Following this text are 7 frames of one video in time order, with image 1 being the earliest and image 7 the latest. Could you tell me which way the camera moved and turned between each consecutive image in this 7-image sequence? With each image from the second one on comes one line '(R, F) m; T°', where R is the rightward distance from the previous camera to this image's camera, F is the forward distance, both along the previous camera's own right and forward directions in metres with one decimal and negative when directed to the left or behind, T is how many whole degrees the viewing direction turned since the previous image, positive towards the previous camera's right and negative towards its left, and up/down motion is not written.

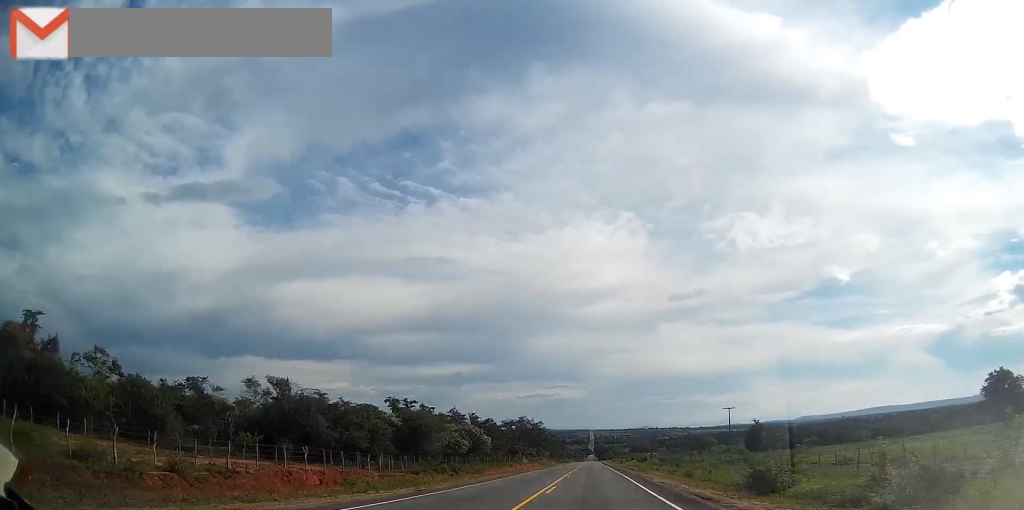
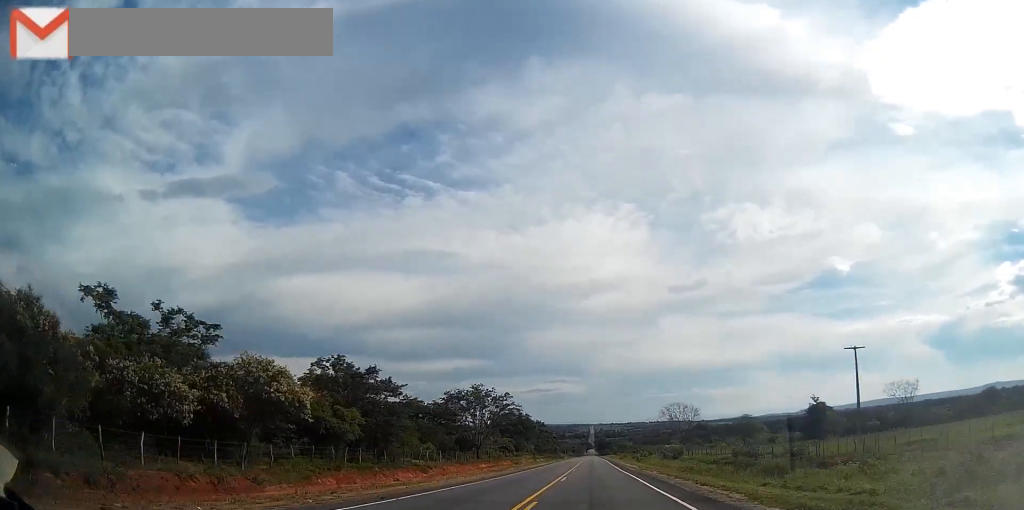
(-0.5, +54.8) m; -1°
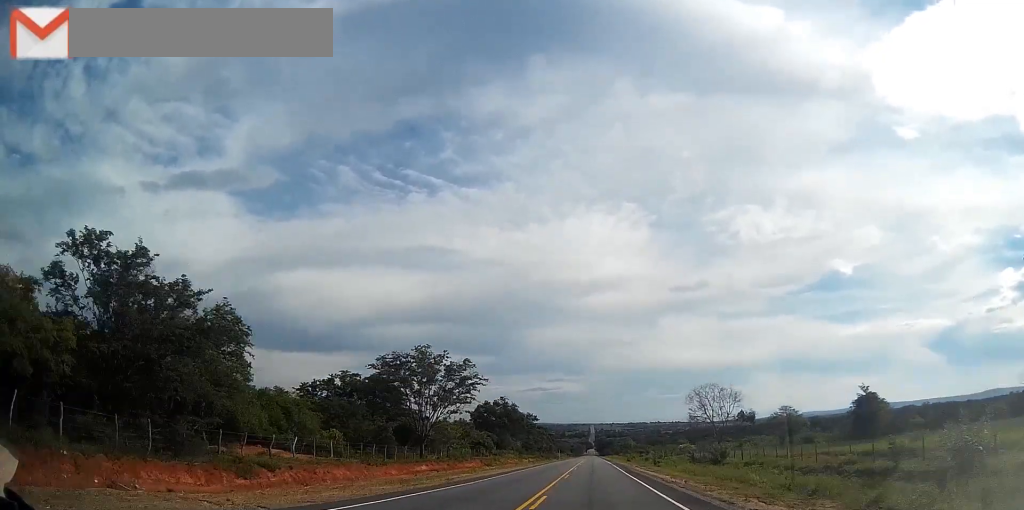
(0.0, +26.6) m; 0°
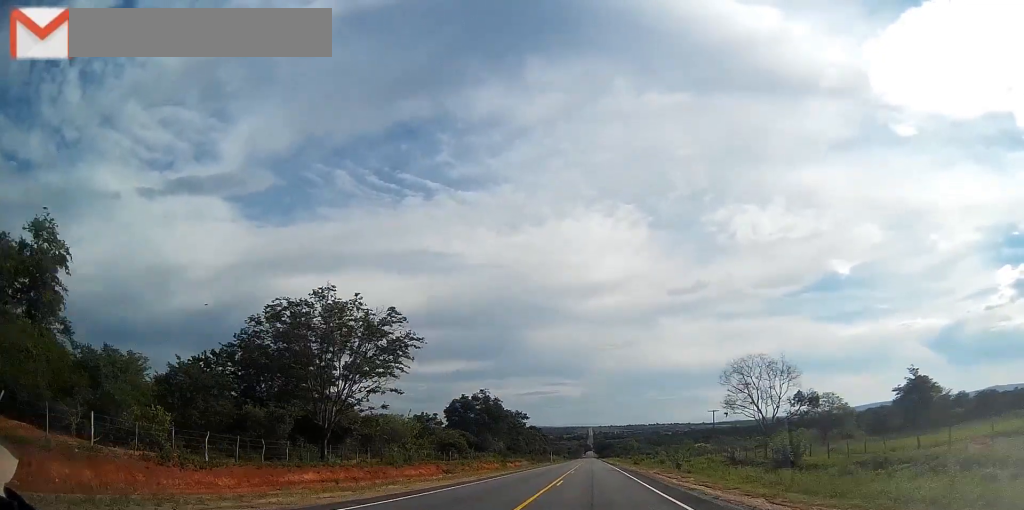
(0.0, +21.3) m; 0°
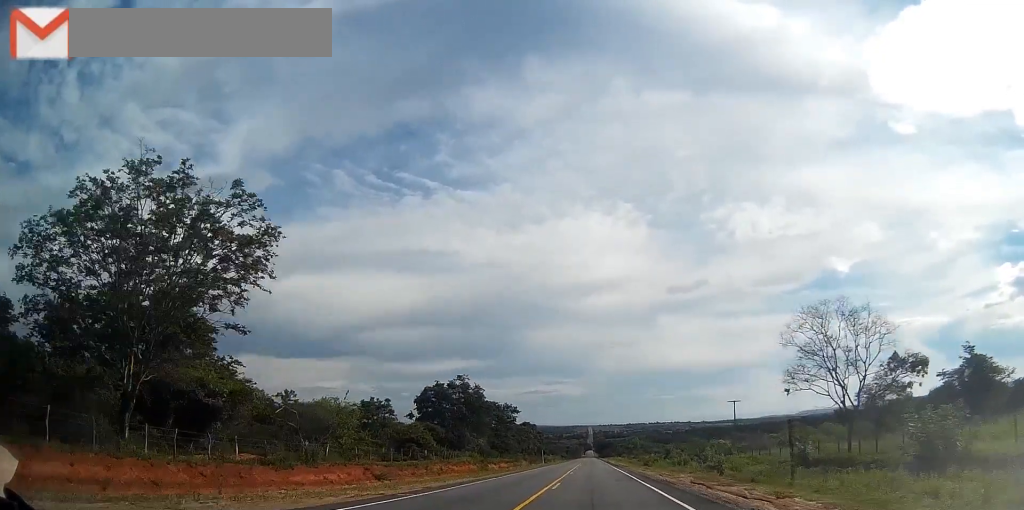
(0.0, +18.6) m; 0°
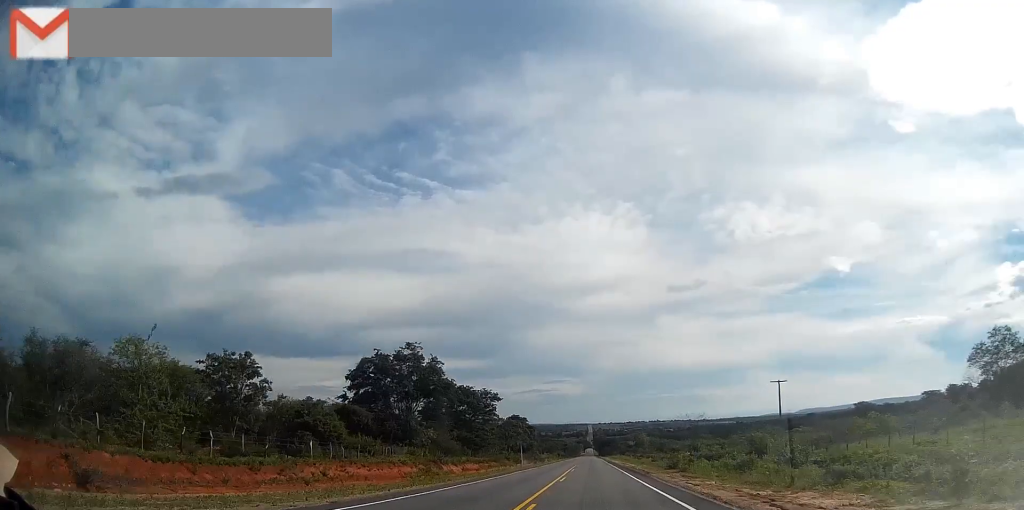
(+0.2, +26.4) m; 0°
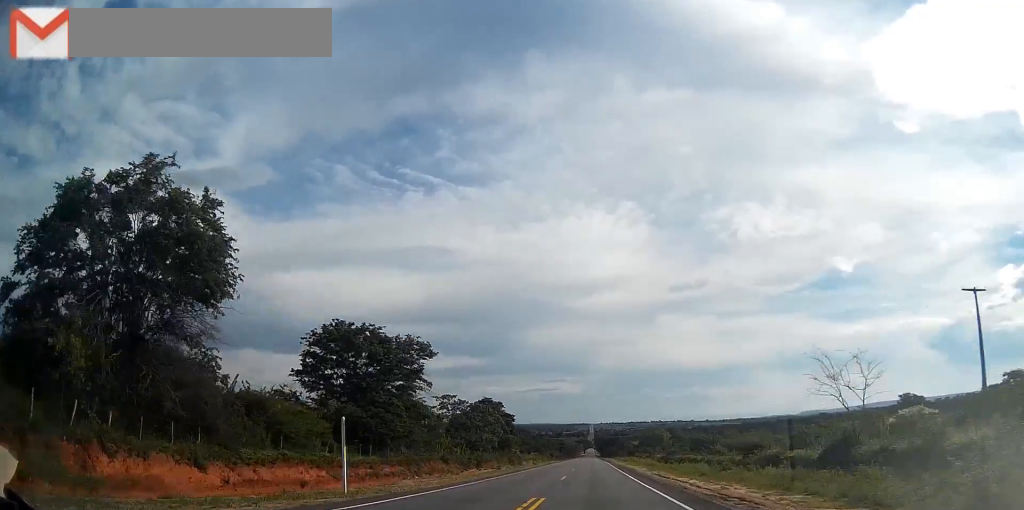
(+0.1, +44.7) m; 0°
